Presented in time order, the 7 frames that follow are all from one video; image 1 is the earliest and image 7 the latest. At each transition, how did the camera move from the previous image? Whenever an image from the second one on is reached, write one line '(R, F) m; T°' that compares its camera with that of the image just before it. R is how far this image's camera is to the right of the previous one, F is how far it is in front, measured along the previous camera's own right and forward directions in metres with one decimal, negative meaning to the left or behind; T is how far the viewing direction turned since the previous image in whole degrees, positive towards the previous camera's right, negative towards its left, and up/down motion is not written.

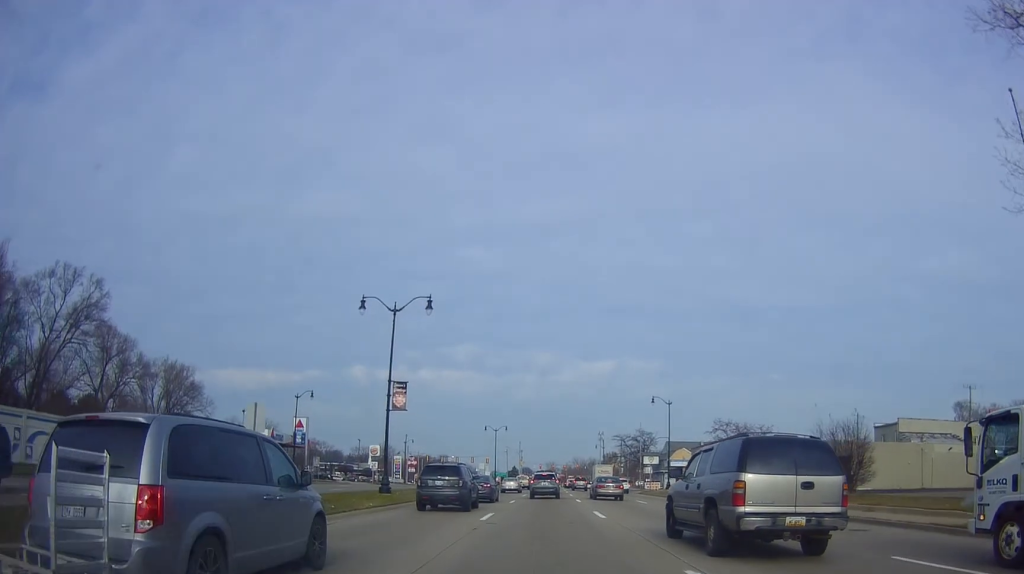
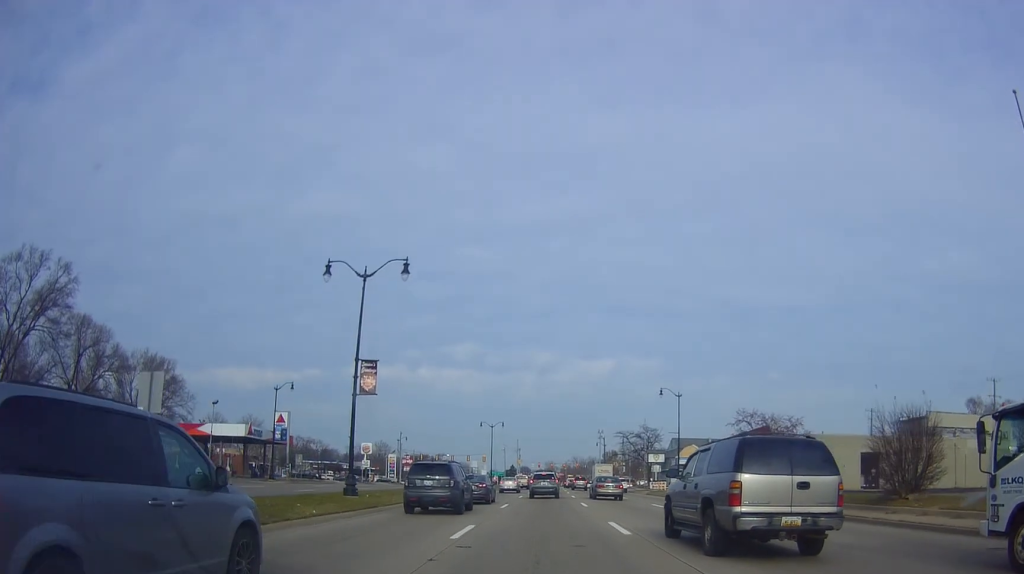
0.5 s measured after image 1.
(+0.3, +6.2) m; +1°
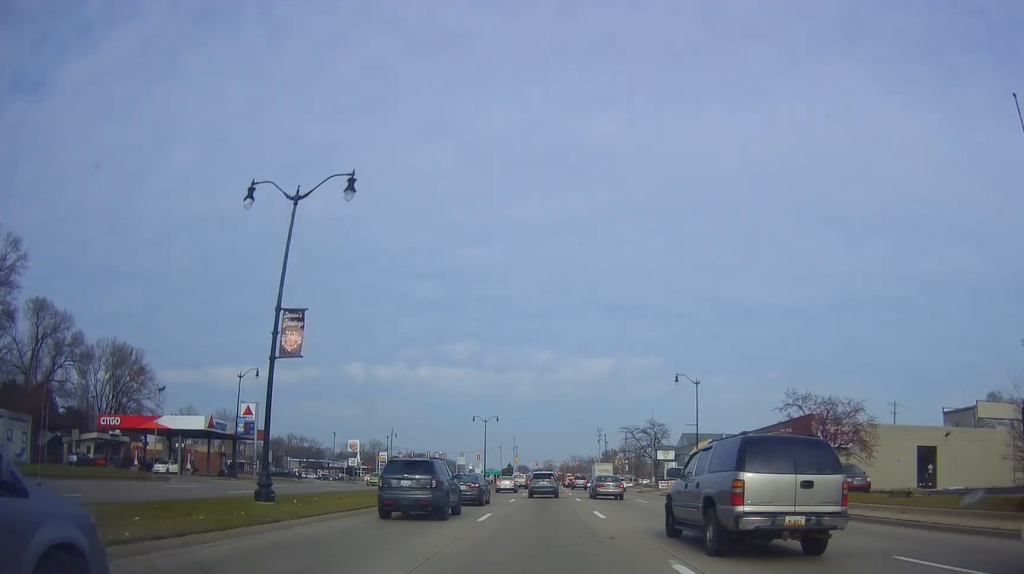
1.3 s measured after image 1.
(+0.3, +9.0) m; 0°
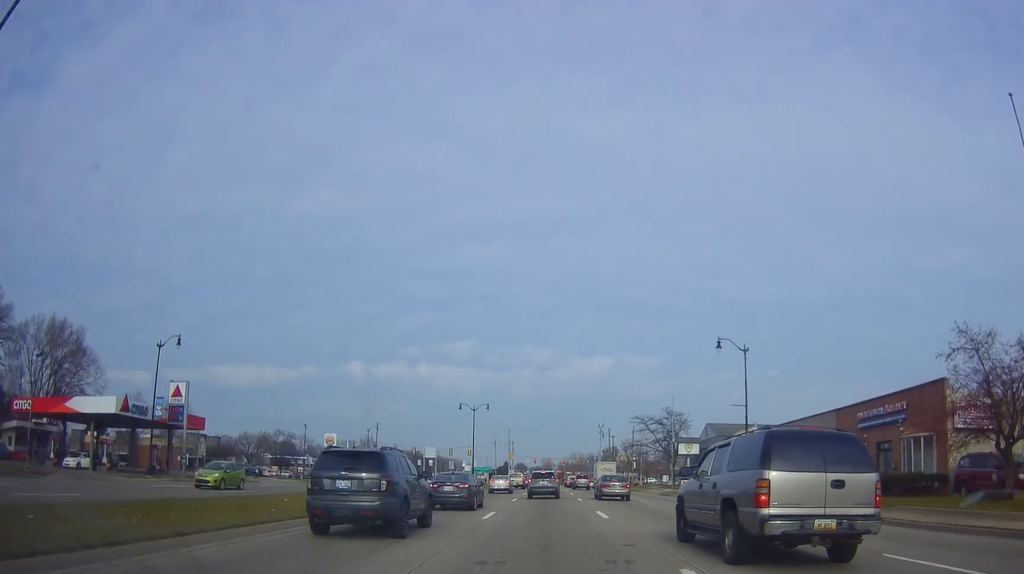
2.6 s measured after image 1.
(-0.3, +15.1) m; 0°
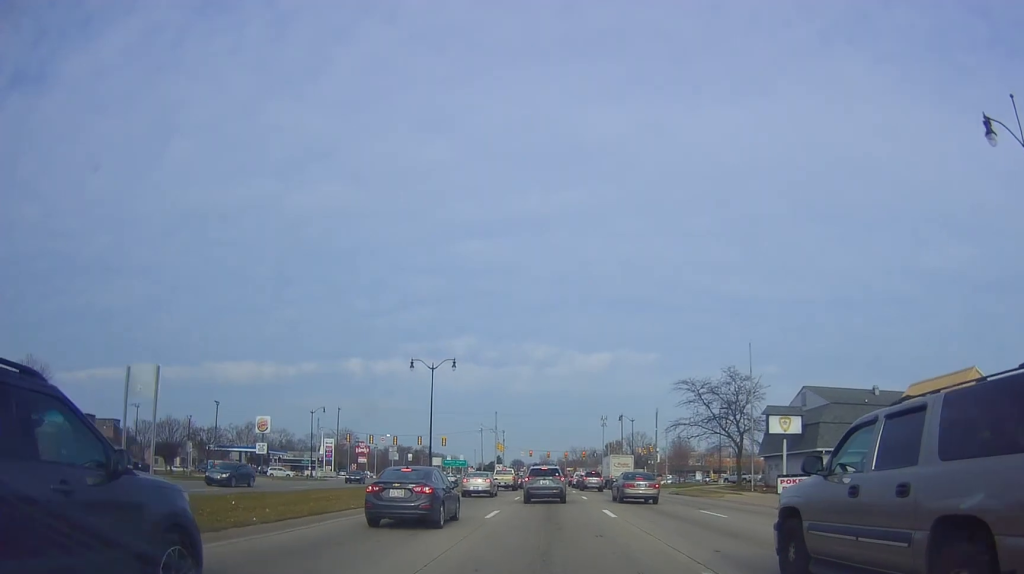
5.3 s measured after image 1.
(-0.3, +32.0) m; -1°
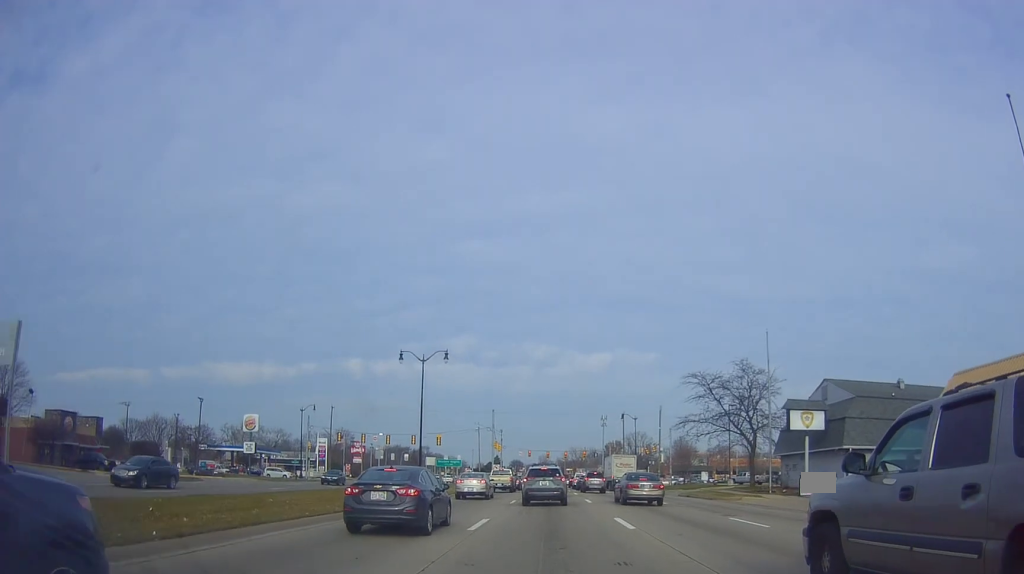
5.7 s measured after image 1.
(-0.2, +4.1) m; +1°
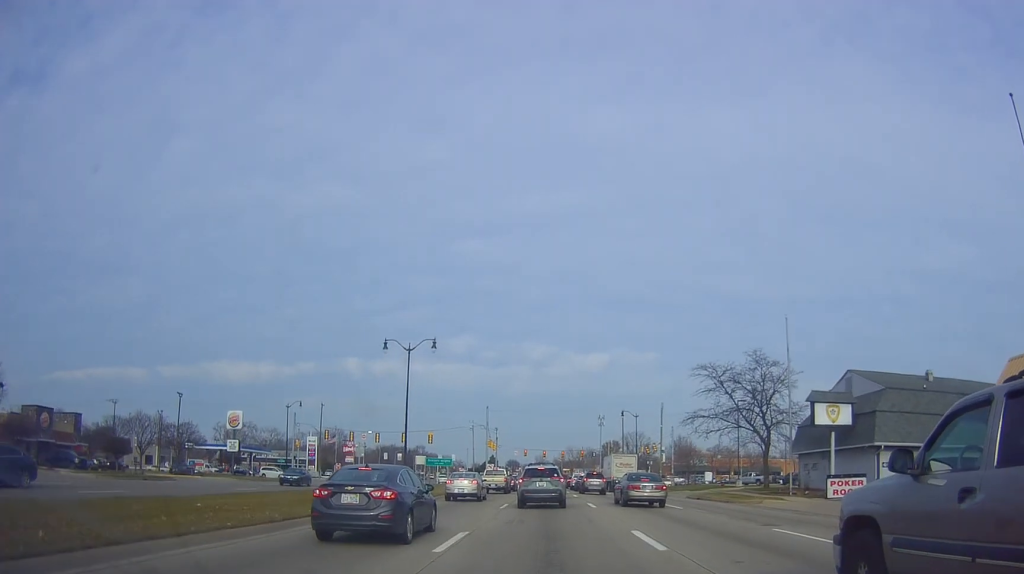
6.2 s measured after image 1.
(-0.3, +4.8) m; +1°
